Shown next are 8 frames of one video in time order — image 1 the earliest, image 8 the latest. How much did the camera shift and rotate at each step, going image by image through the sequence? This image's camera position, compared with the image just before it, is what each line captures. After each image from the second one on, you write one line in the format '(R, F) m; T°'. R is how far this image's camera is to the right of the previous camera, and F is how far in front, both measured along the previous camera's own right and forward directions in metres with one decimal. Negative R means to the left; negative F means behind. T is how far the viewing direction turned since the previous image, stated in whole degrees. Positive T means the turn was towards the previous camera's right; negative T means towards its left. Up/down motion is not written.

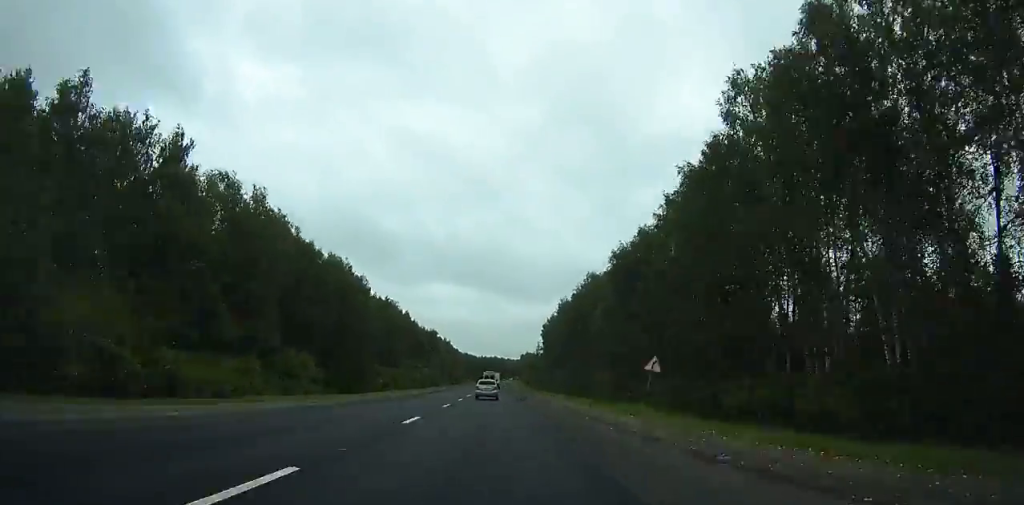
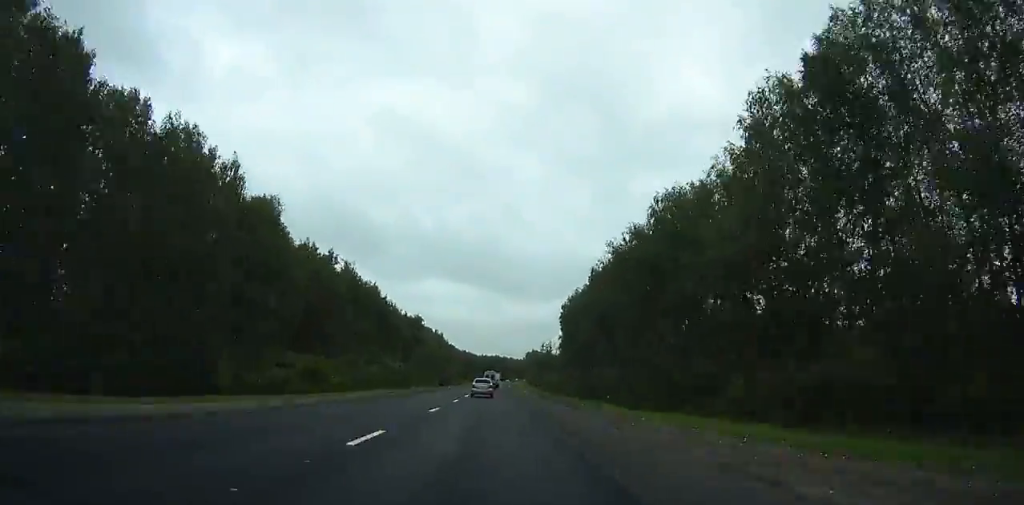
(-0.4, +57.1) m; 0°
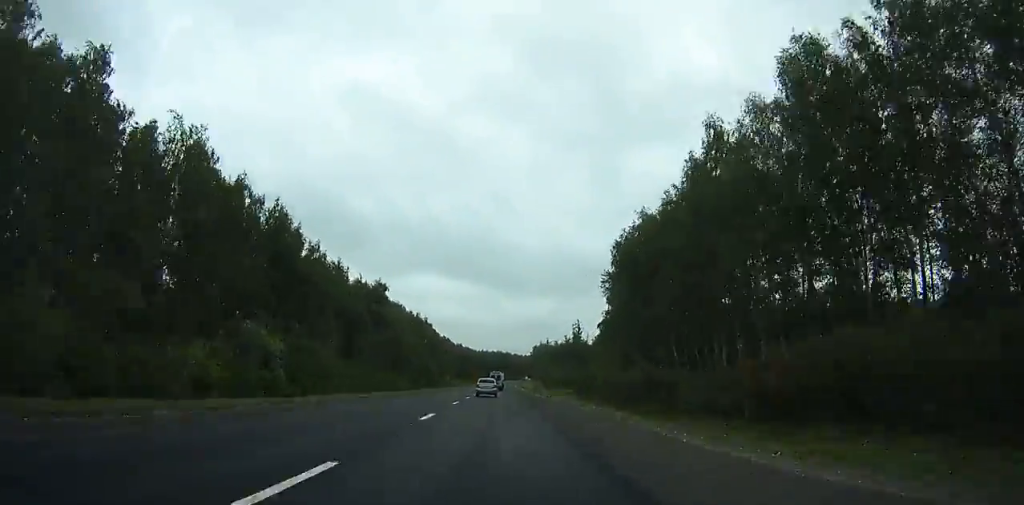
(-0.1, +65.6) m; 0°
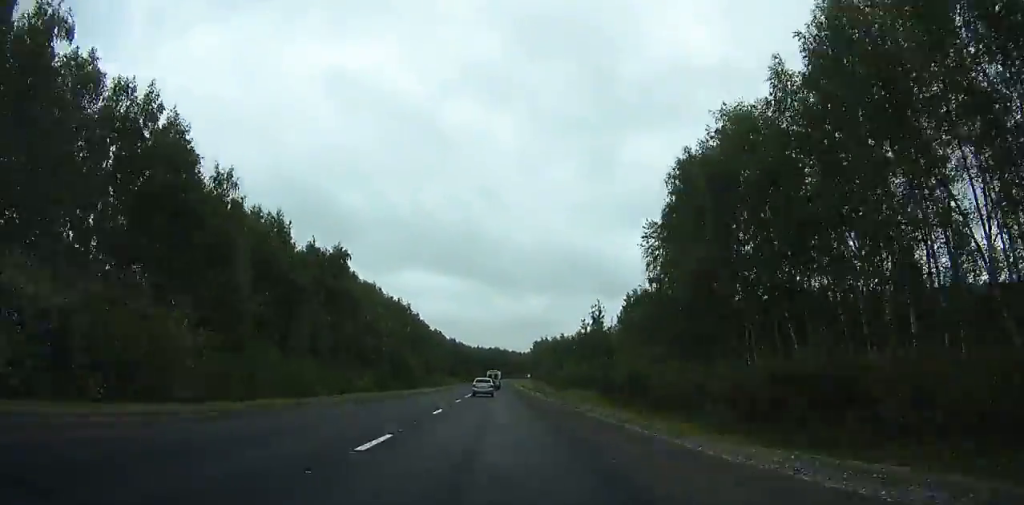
(+0.1, +30.2) m; 0°
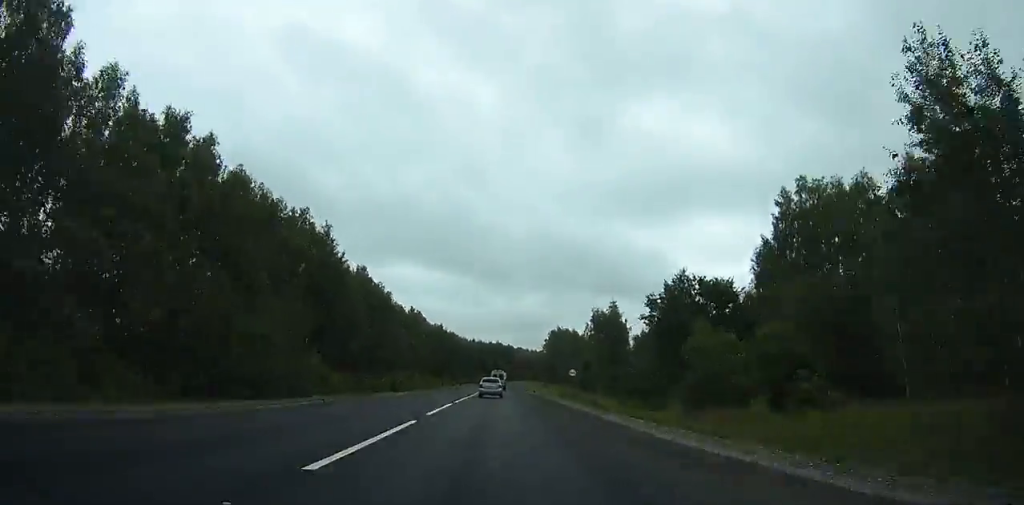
(-0.1, +83.5) m; 0°
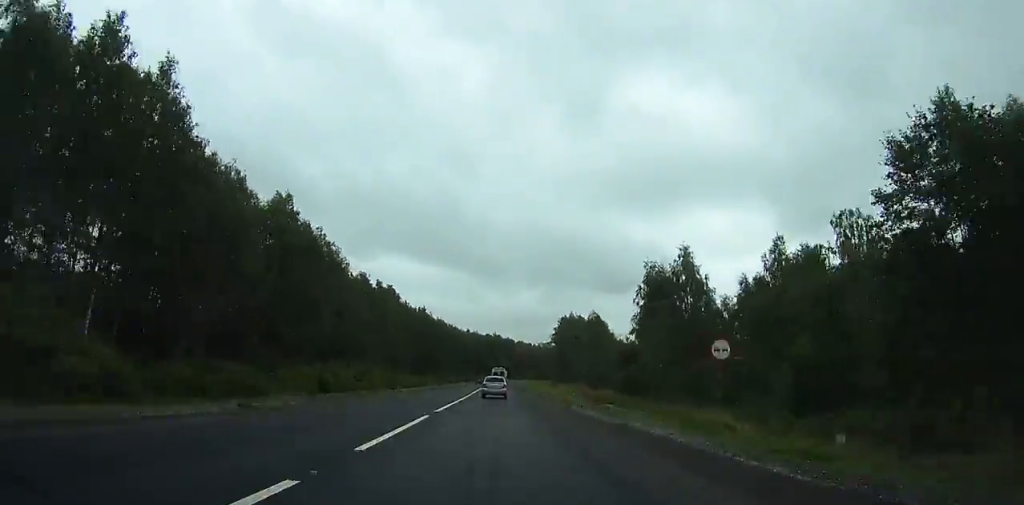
(-0.1, +46.0) m; 0°
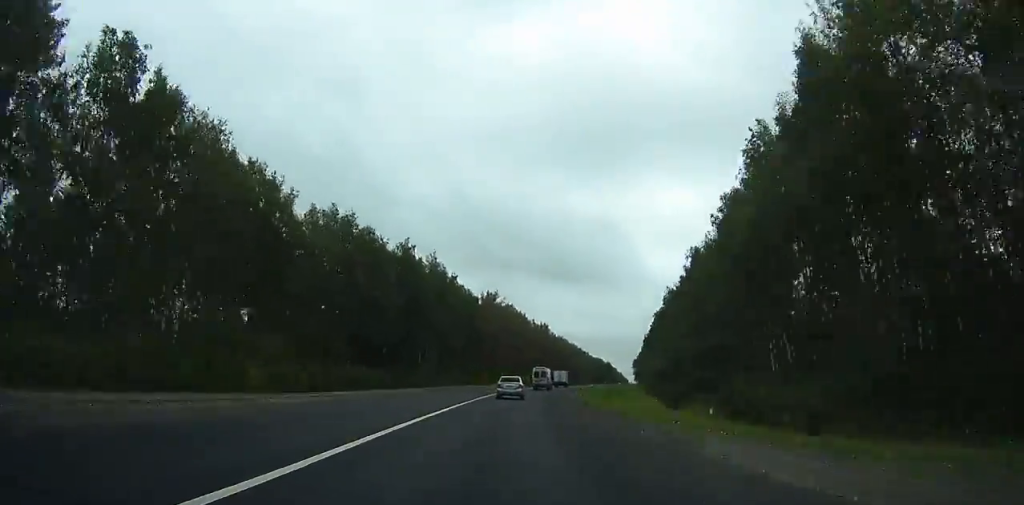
(+7.0, +188.1) m; +6°
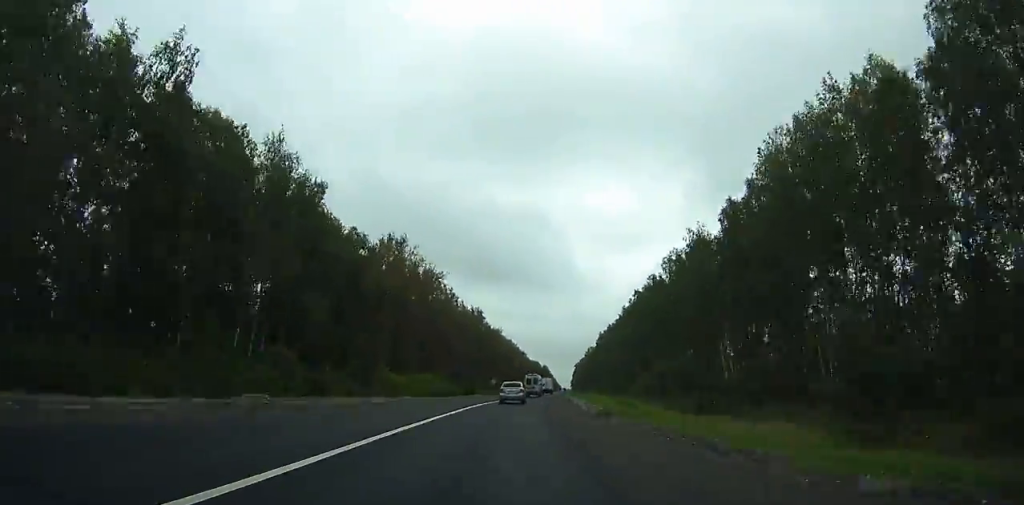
(0.0, +54.7) m; +4°
